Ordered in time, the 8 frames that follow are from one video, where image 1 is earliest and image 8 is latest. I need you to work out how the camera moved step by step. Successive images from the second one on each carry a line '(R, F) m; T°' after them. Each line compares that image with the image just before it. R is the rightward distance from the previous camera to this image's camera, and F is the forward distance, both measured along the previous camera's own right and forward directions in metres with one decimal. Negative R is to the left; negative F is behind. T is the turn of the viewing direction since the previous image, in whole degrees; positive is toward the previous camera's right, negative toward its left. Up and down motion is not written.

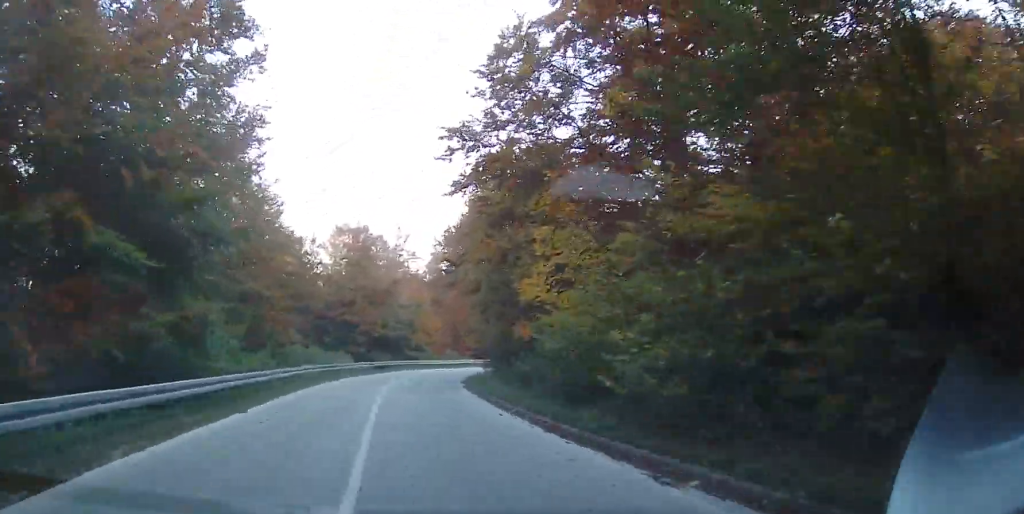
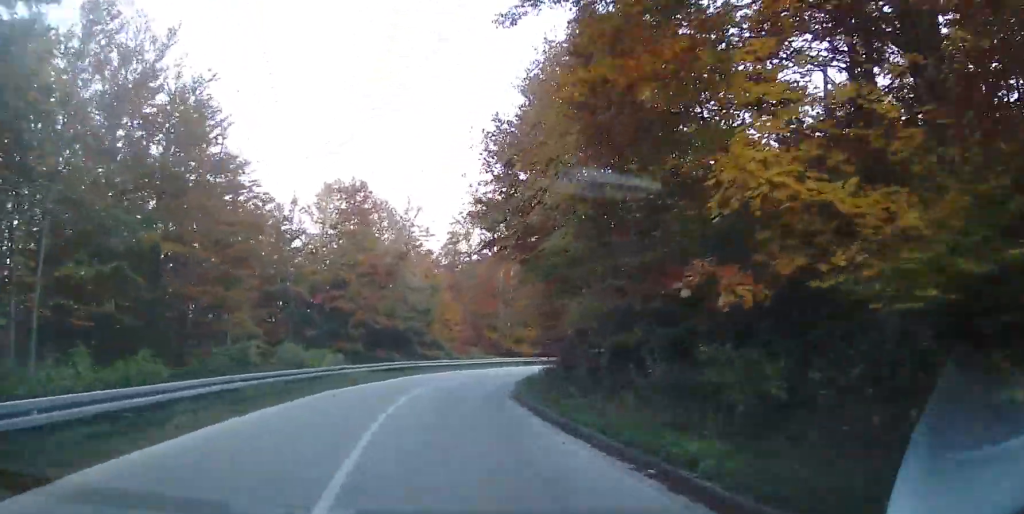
(-0.6, +14.3) m; -1°
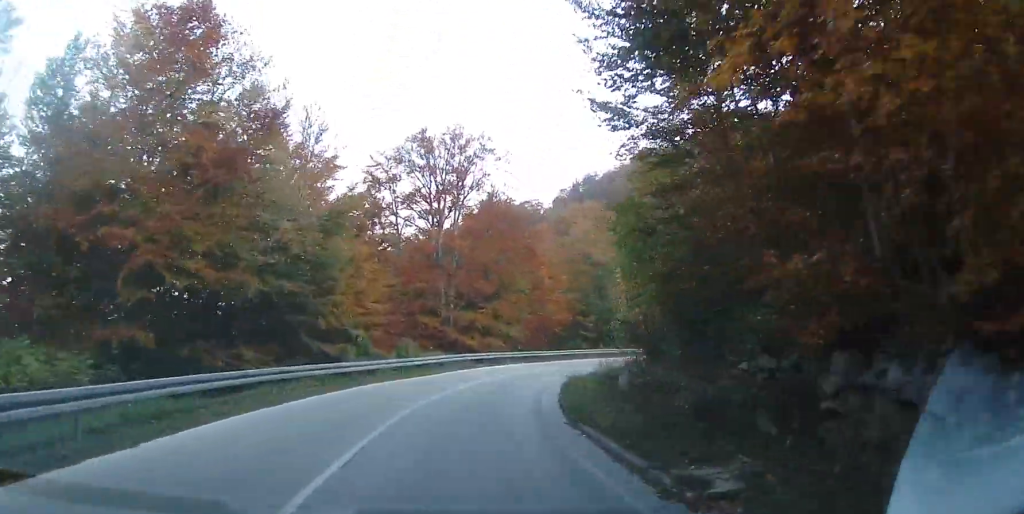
(+1.4, +22.7) m; +10°
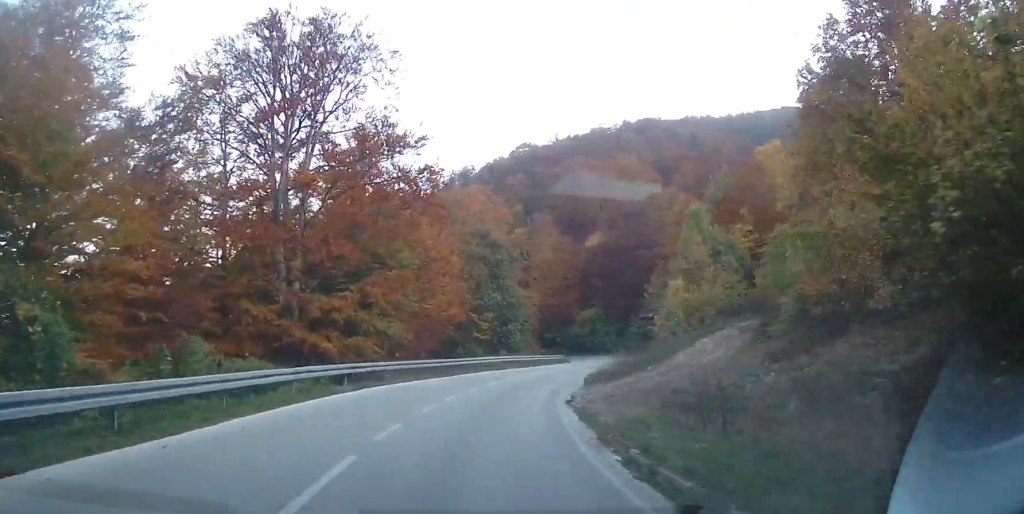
(+1.6, +18.6) m; +11°
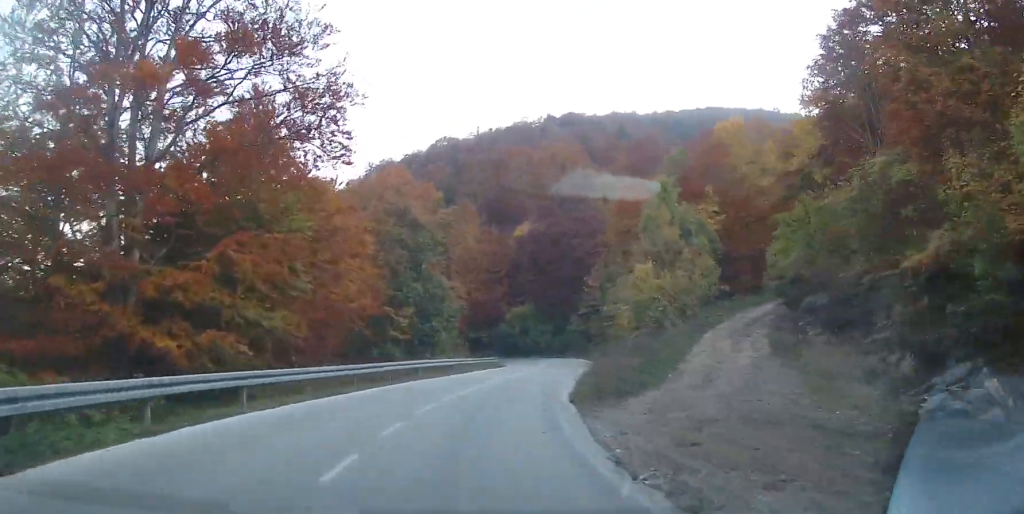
(+0.8, +10.4) m; +5°
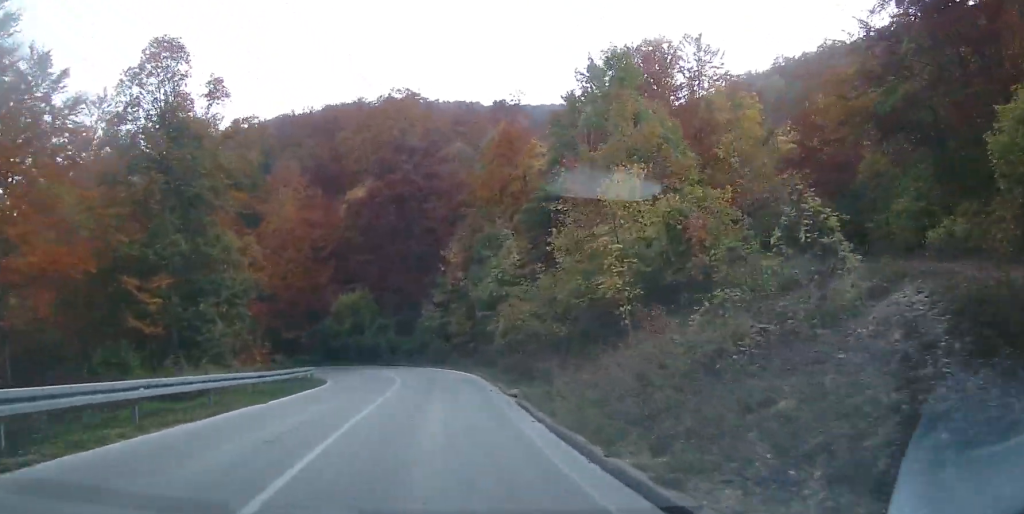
(+1.7, +21.9) m; +9°
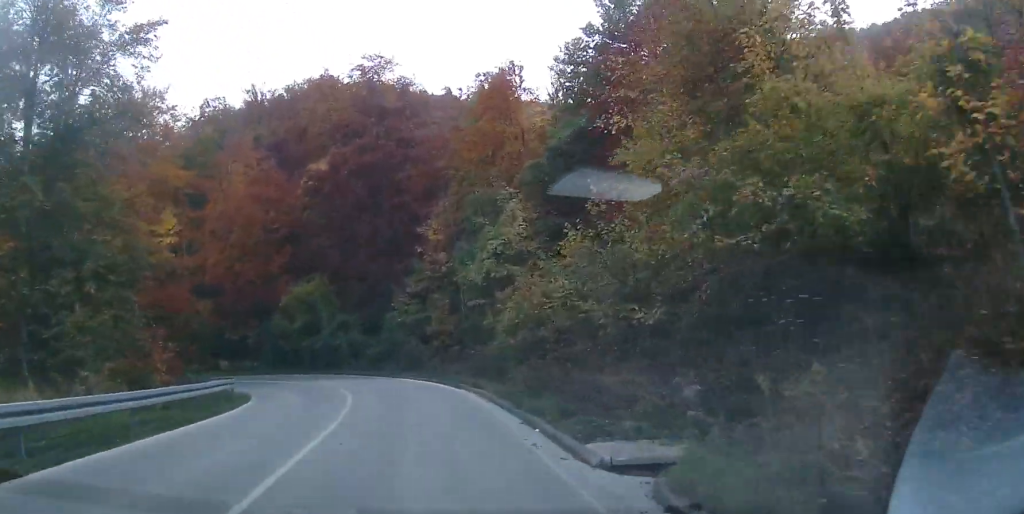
(+0.5, +10.9) m; +4°
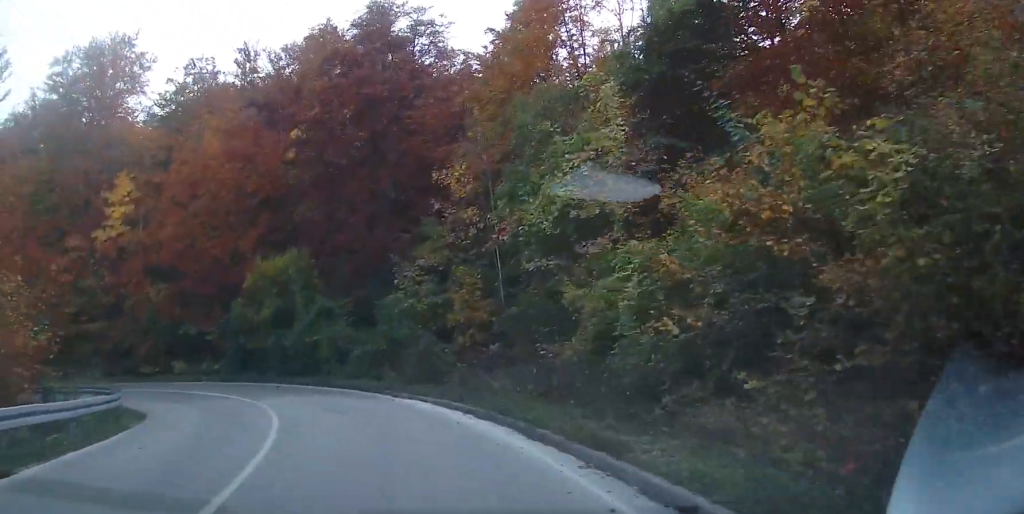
(+0.3, +12.8) m; 0°
